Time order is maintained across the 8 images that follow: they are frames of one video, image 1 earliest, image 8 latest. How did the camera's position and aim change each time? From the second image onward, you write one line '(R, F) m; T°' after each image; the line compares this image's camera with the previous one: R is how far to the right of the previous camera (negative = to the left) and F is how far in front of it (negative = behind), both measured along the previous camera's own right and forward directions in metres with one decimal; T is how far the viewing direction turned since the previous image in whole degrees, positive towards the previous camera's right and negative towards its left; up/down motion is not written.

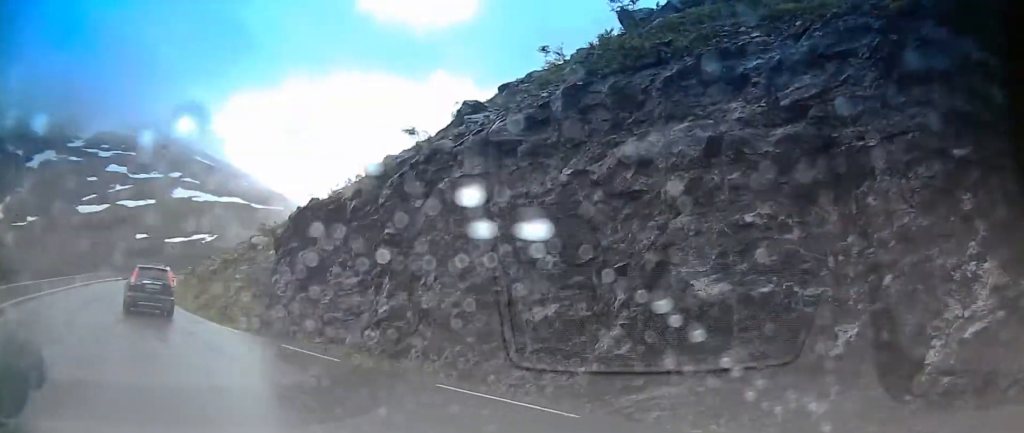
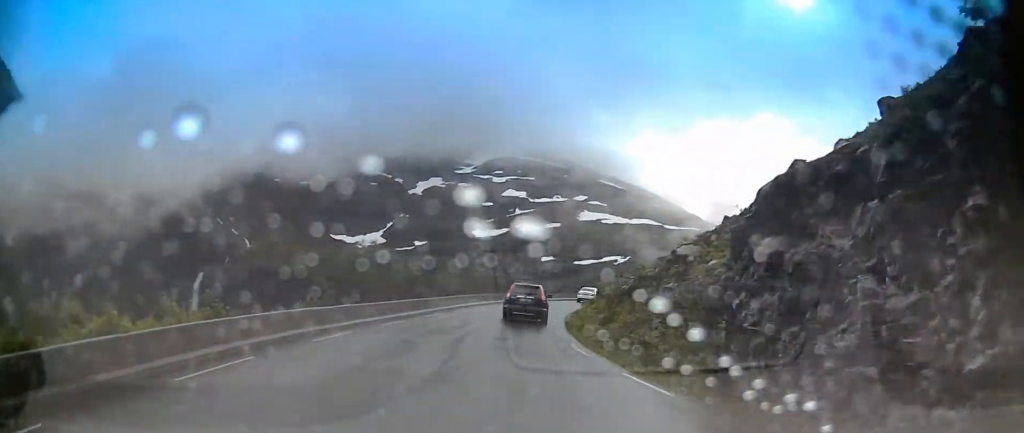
(-3.0, +7.7) m; -29°
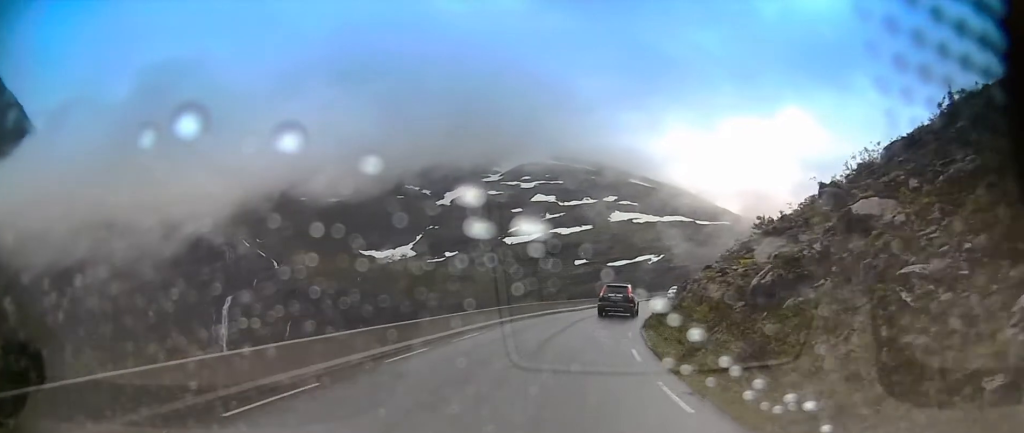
(0.0, +12.7) m; +2°
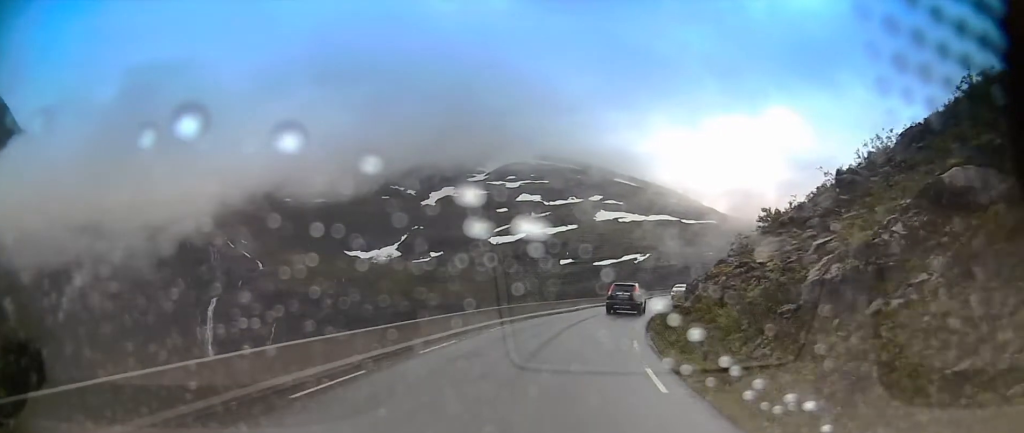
(0.0, +4.3) m; +3°
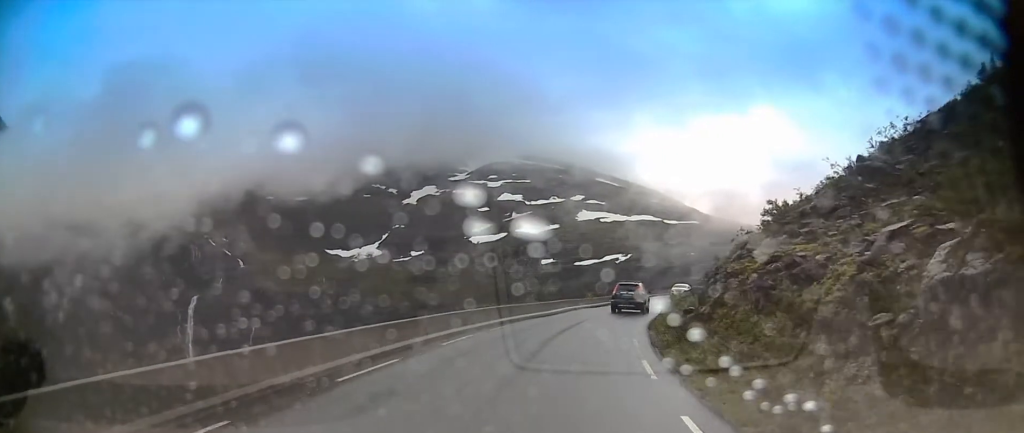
(-0.1, +4.4) m; +3°
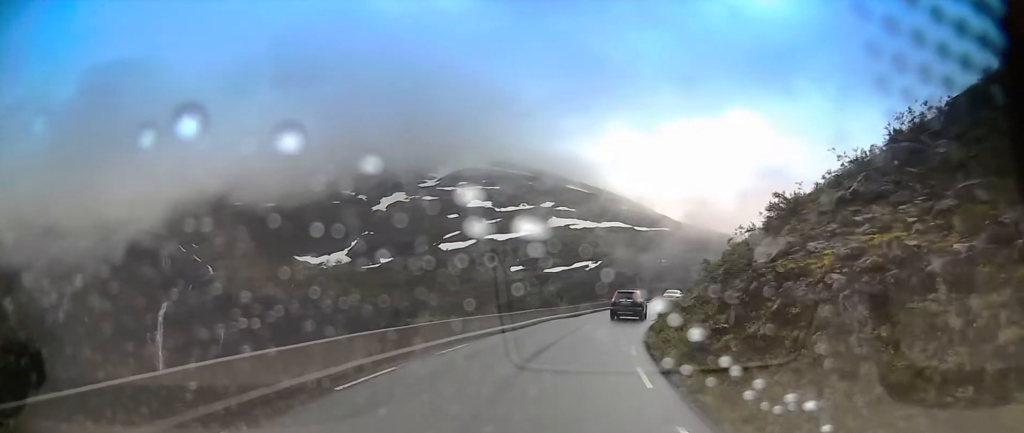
(+0.5, +6.1) m; +4°
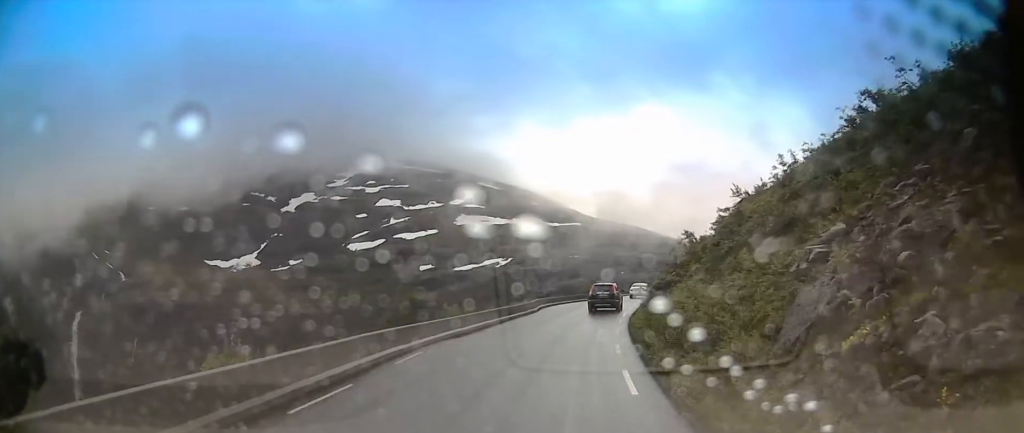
(+0.7, +19.0) m; +2°
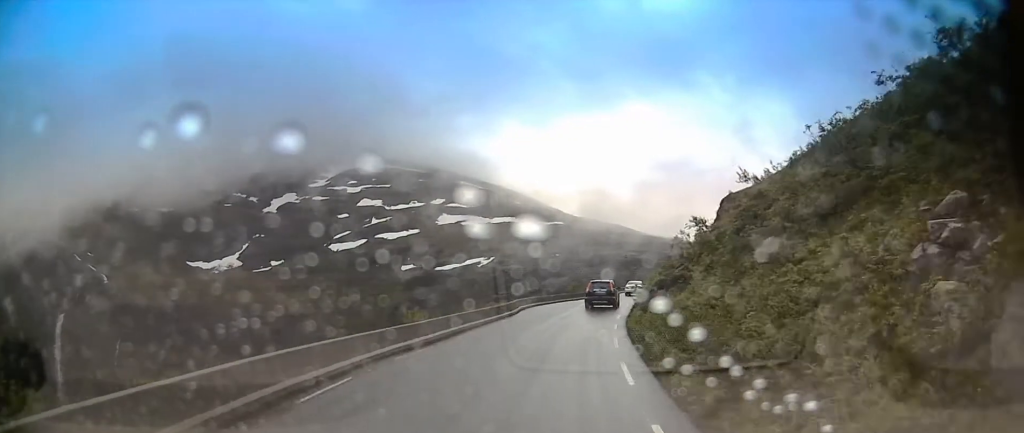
(0.0, +5.2) m; 0°
